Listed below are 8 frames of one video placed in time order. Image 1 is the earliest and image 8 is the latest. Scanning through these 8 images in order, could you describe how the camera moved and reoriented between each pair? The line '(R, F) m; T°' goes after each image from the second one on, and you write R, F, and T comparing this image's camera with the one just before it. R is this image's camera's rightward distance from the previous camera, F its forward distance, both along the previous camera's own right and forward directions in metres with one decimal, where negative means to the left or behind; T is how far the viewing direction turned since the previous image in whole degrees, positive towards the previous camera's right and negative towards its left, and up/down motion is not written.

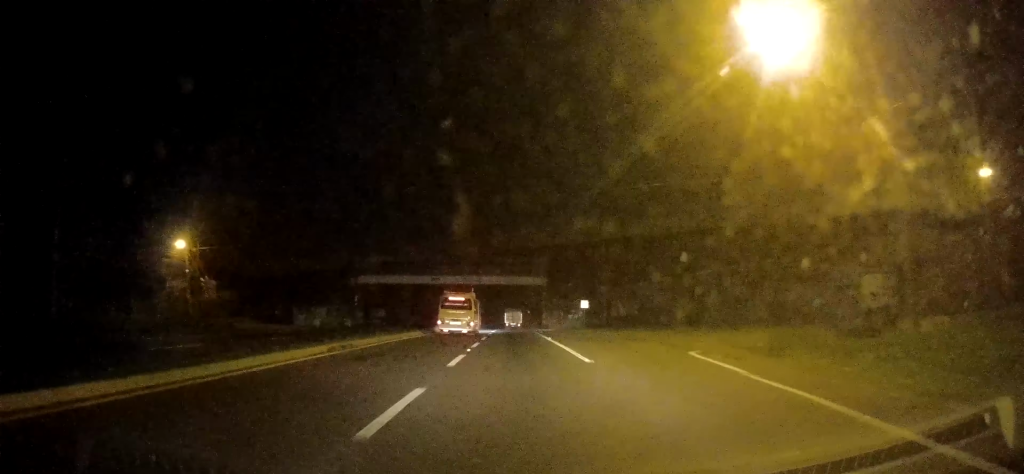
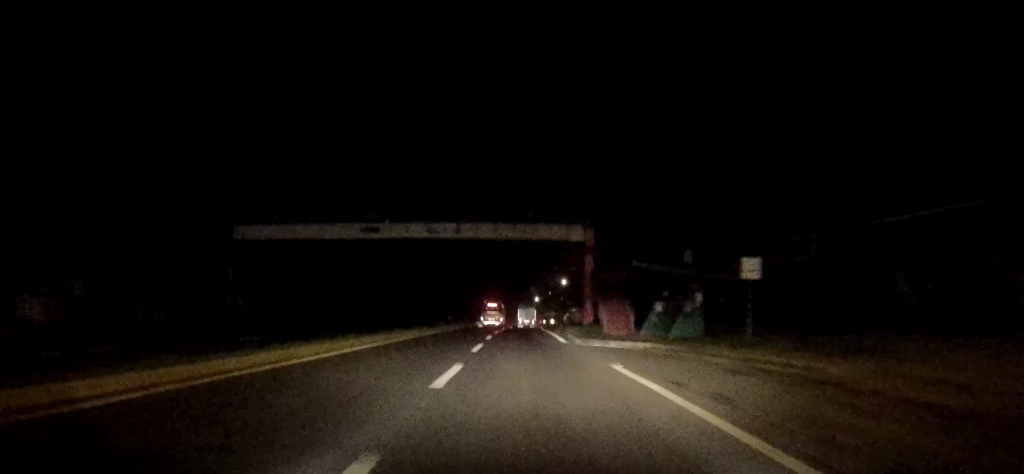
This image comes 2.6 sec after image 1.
(+0.1, +36.8) m; 0°
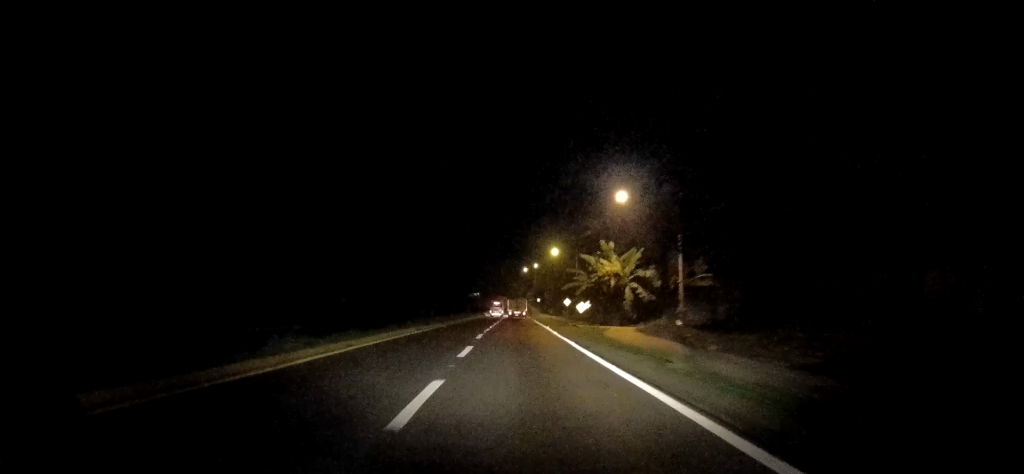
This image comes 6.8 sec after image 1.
(-0.4, +67.1) m; -1°
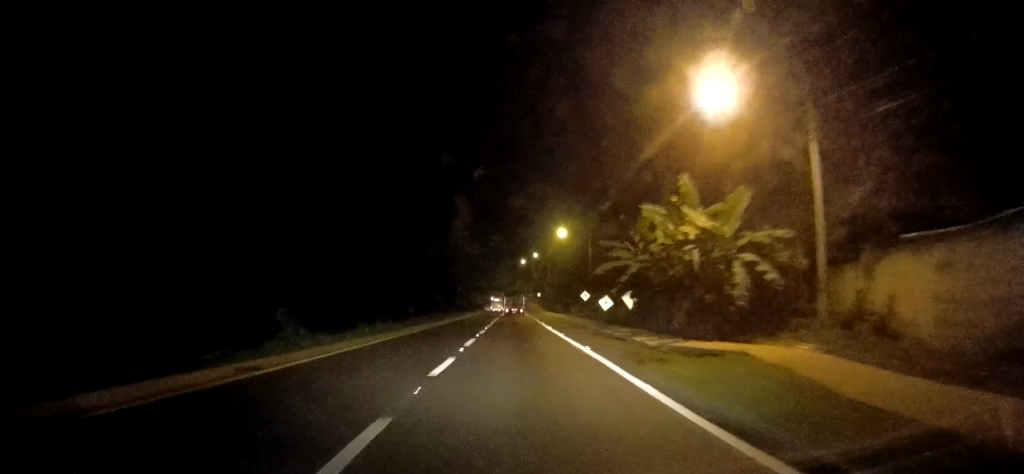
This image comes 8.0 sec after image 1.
(0.0, +19.9) m; +1°
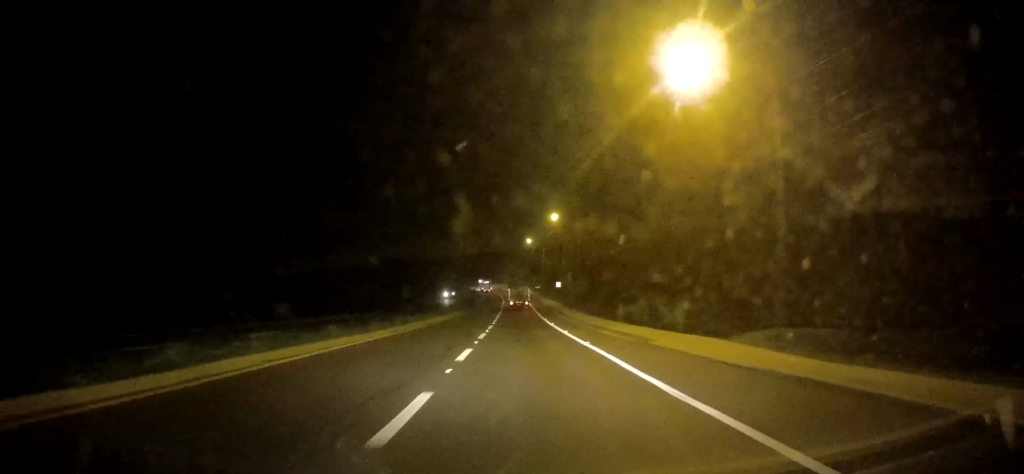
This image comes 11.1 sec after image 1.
(+1.1, +54.4) m; +3°
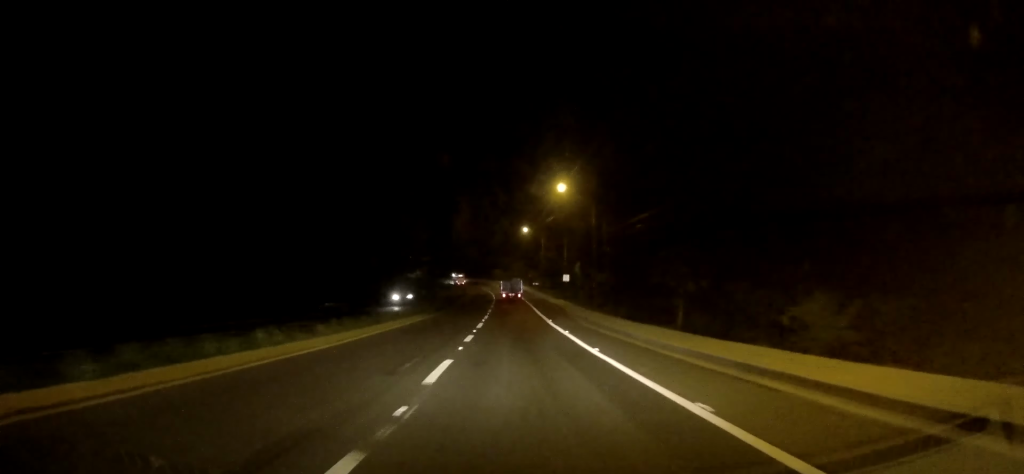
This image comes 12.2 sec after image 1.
(+0.3, +19.9) m; +1°
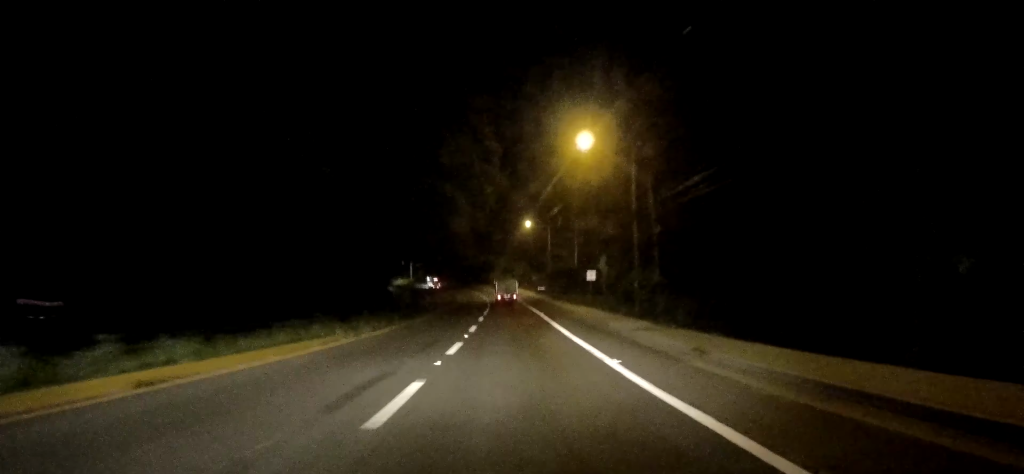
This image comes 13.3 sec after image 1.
(+0.1, +20.0) m; 0°
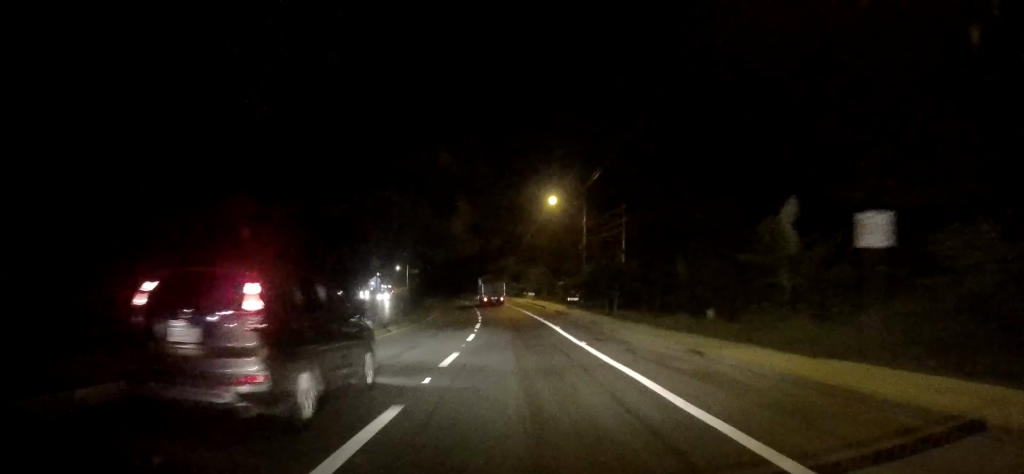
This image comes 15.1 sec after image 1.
(0.0, +34.2) m; -1°
